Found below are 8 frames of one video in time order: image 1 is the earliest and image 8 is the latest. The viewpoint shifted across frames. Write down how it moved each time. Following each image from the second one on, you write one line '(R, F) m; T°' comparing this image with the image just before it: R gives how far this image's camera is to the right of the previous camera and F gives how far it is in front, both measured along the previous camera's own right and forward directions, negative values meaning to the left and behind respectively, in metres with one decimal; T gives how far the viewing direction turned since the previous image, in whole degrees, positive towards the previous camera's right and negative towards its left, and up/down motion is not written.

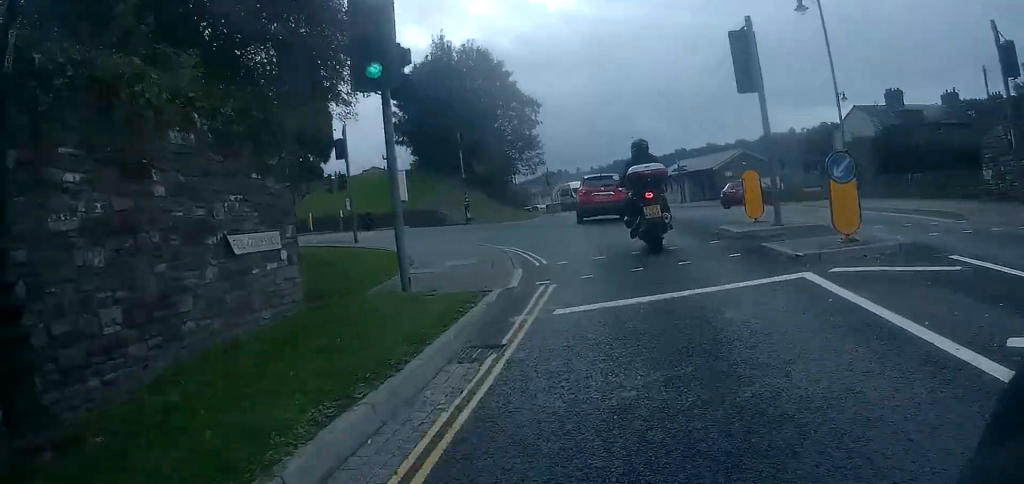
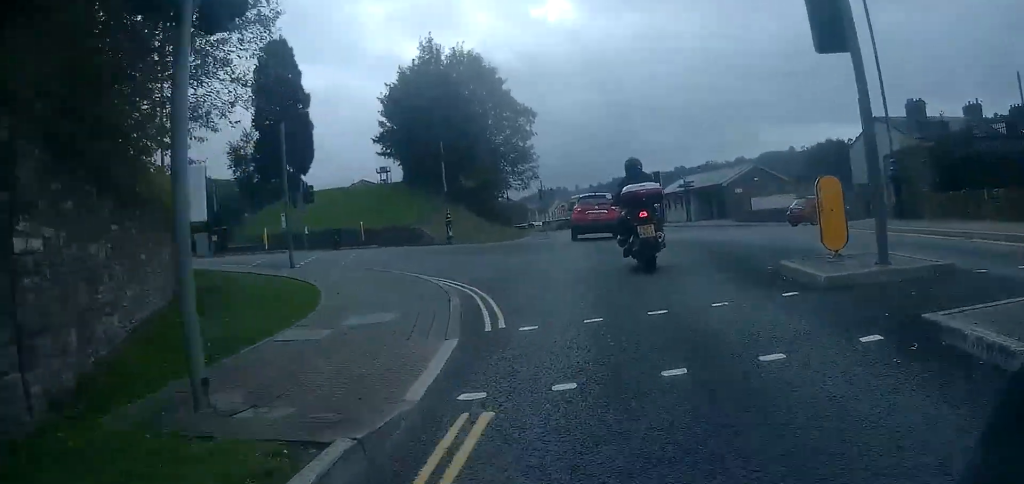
(0.0, +4.5) m; 0°
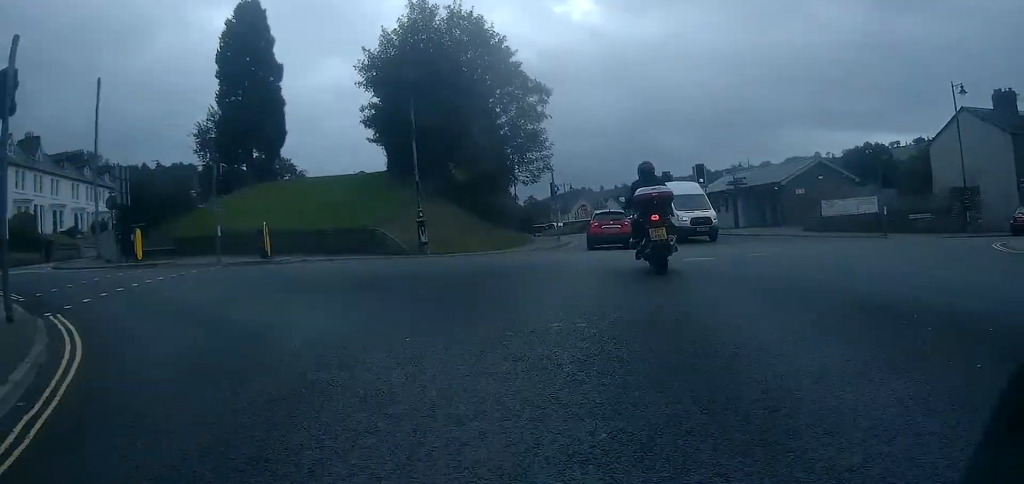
(-0.1, +10.5) m; -1°
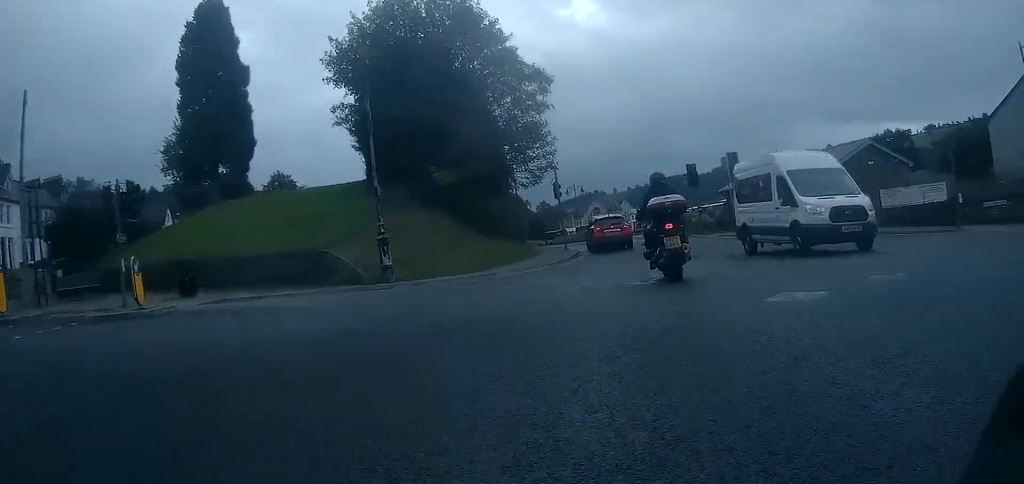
(-0.1, +6.5) m; 0°
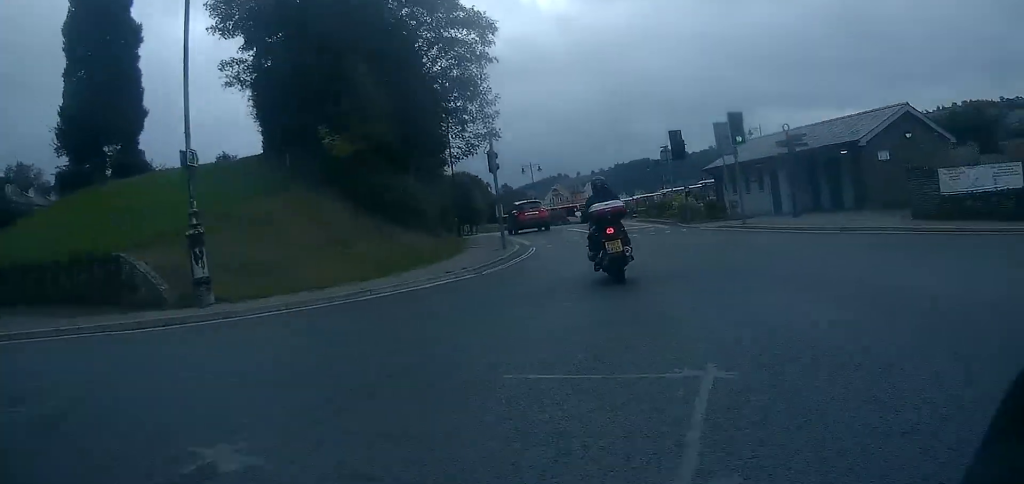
(+0.1, +8.7) m; +1°
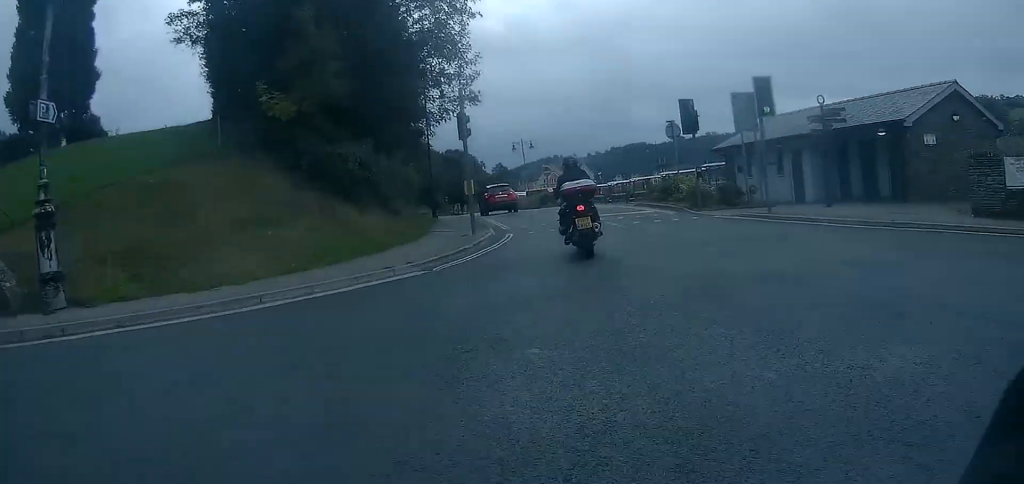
(0.0, +4.4) m; -1°
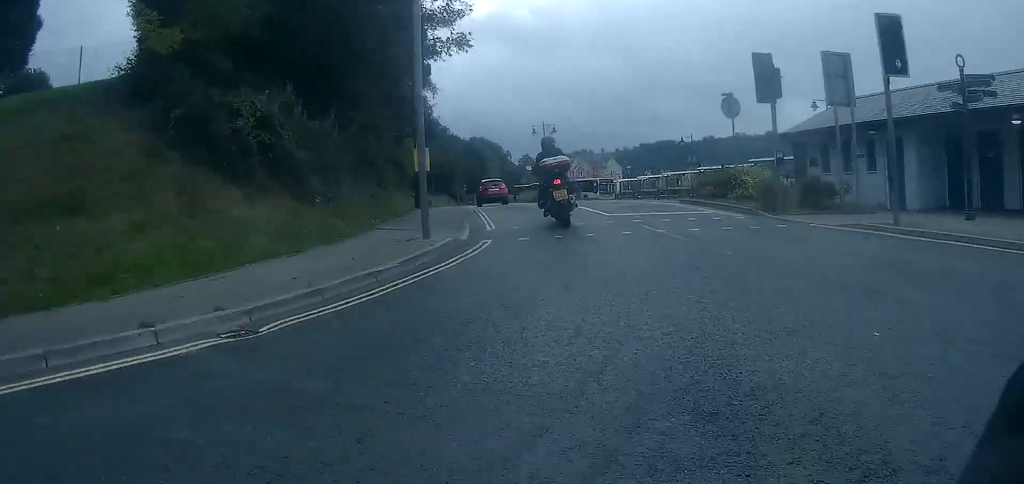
(-0.1, +7.1) m; -4°
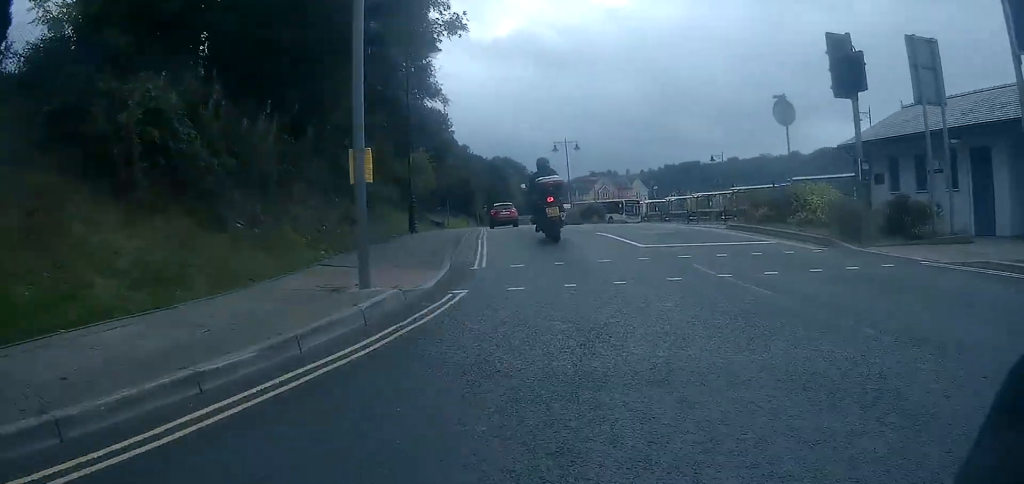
(+0.1, +3.9) m; -3°
